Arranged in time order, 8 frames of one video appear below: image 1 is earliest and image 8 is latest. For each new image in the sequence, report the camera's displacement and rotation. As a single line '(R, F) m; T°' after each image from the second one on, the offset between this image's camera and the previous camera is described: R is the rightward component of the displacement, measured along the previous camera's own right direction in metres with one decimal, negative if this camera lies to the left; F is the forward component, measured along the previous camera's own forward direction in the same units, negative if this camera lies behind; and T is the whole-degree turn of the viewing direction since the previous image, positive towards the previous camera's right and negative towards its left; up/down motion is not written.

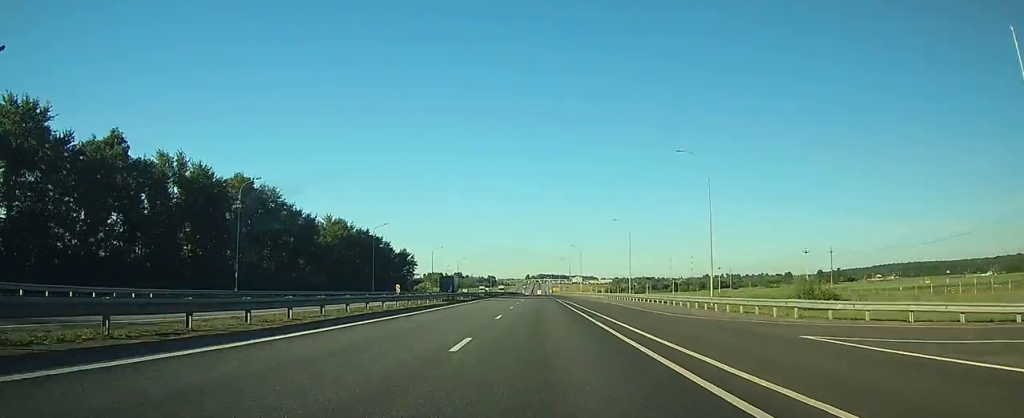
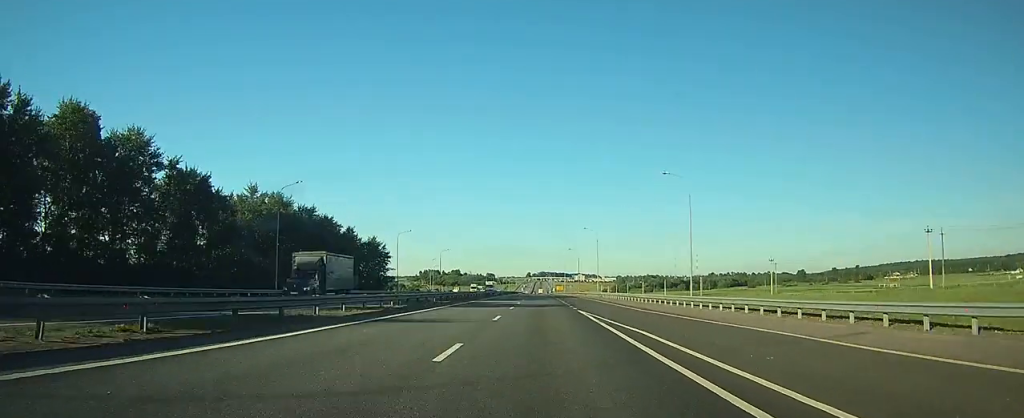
(-0.1, +37.3) m; 0°
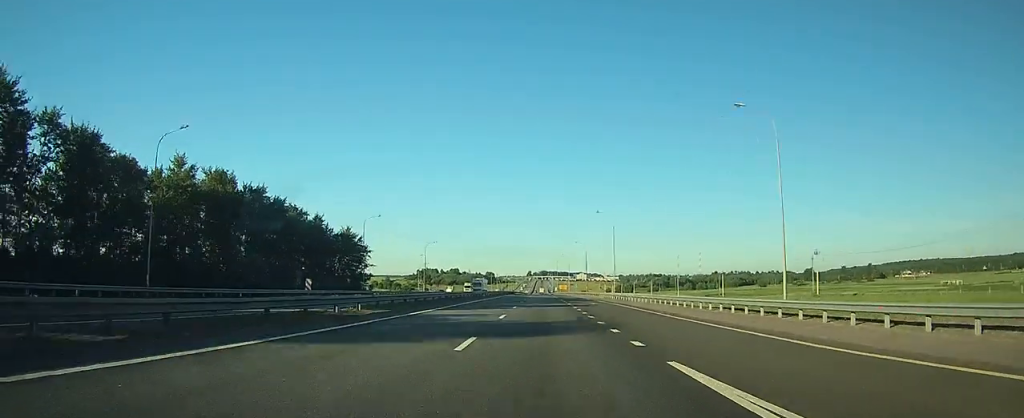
(-0.1, +22.0) m; 0°
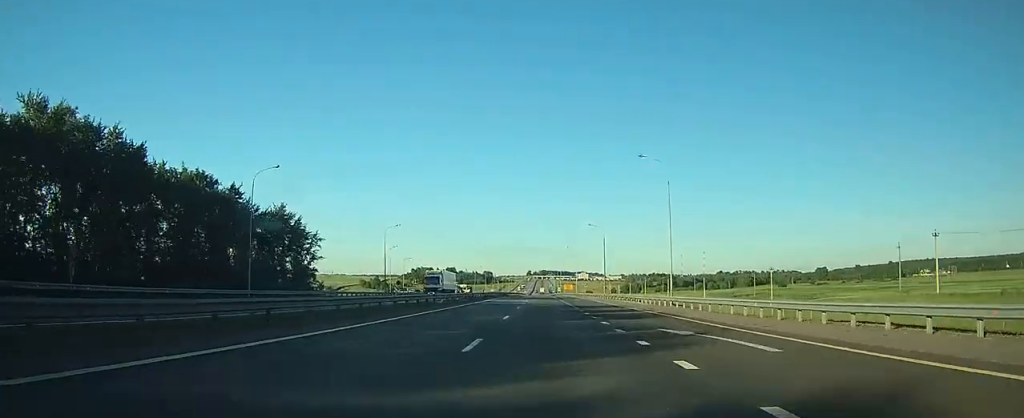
(0.0, +35.9) m; 0°
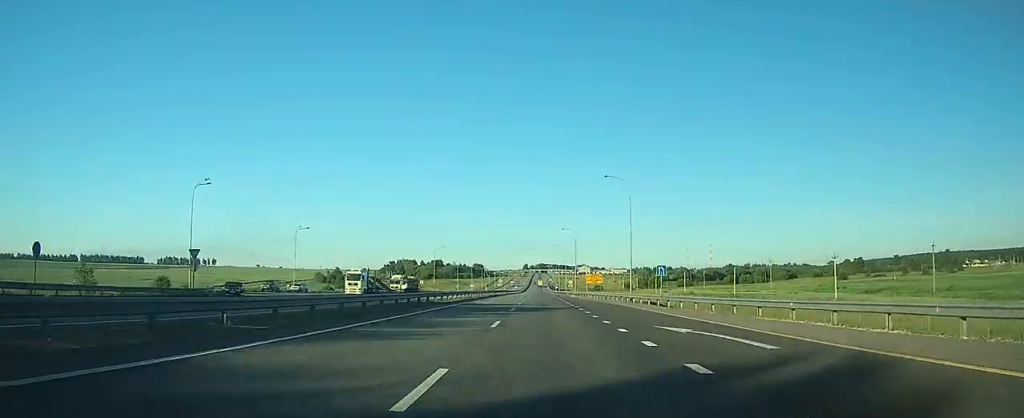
(+0.3, +89.0) m; 0°
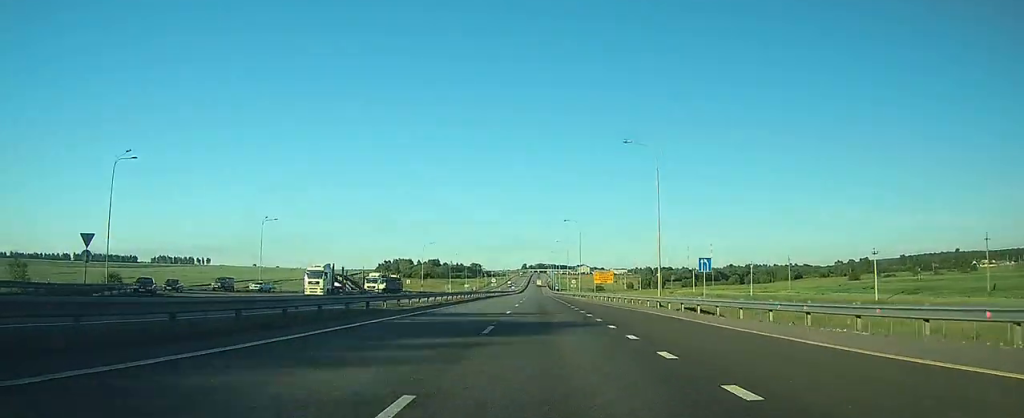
(0.0, +14.1) m; 0°
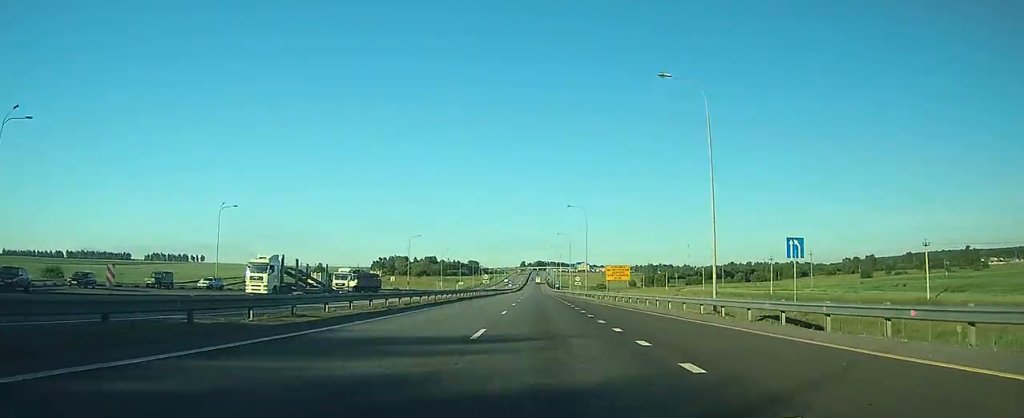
(0.0, +14.1) m; 0°
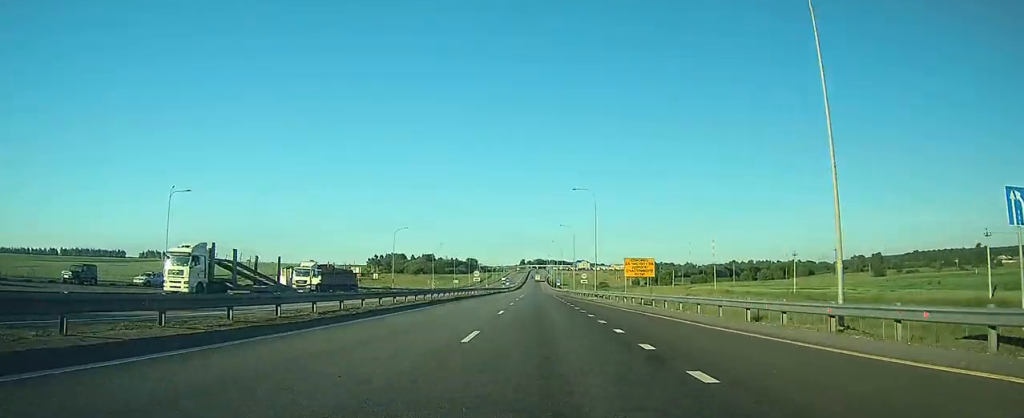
(0.0, +13.0) m; 0°
